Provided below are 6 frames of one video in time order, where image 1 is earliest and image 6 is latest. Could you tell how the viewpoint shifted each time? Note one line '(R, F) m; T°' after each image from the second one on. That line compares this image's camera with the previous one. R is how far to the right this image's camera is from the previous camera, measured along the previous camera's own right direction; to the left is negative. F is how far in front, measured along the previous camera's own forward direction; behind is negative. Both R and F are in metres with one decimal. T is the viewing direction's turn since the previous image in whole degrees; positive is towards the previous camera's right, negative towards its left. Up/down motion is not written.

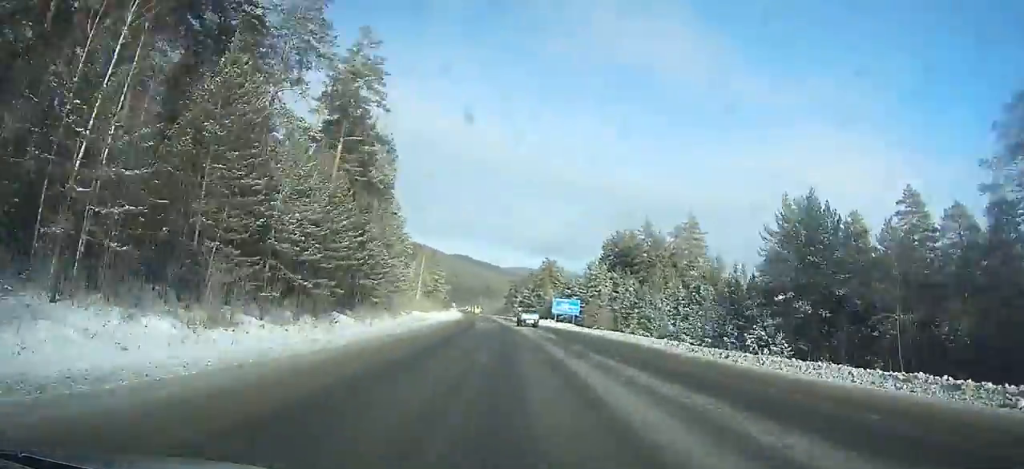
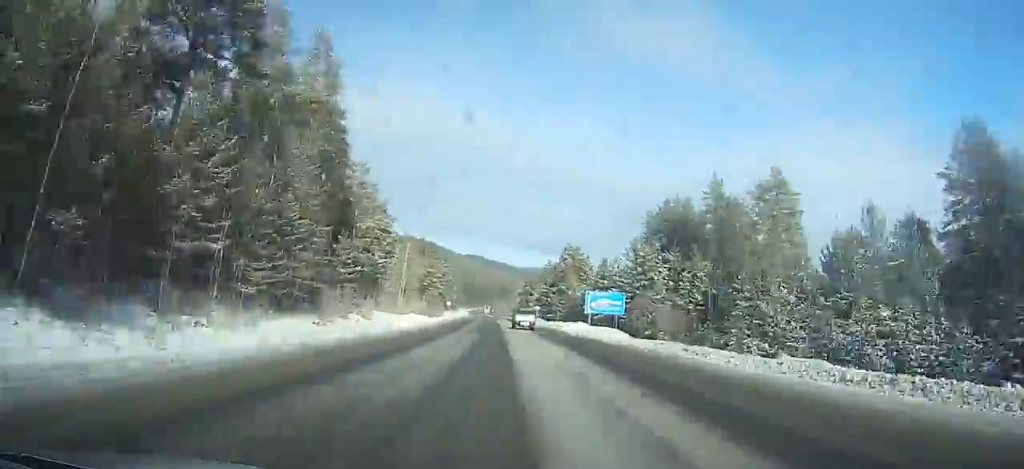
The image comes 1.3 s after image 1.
(-1.0, +33.6) m; -1°
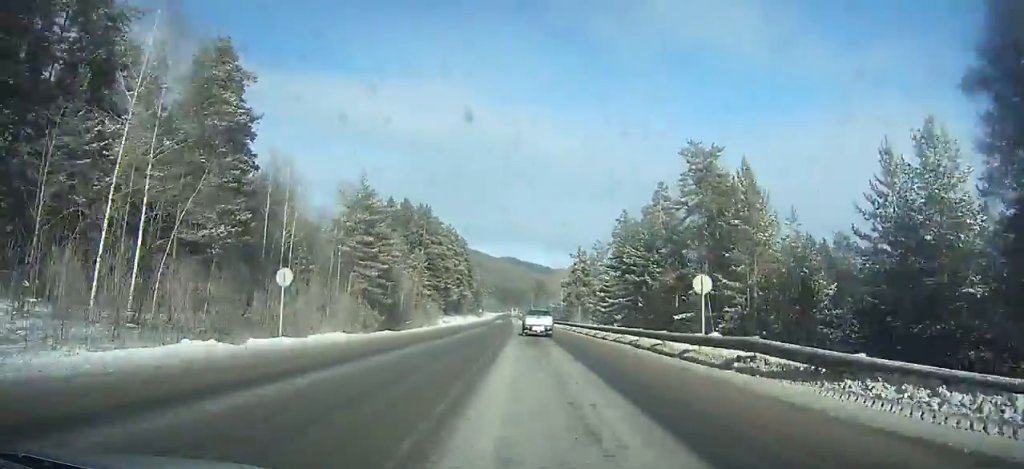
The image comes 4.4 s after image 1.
(-2.3, +80.2) m; -3°
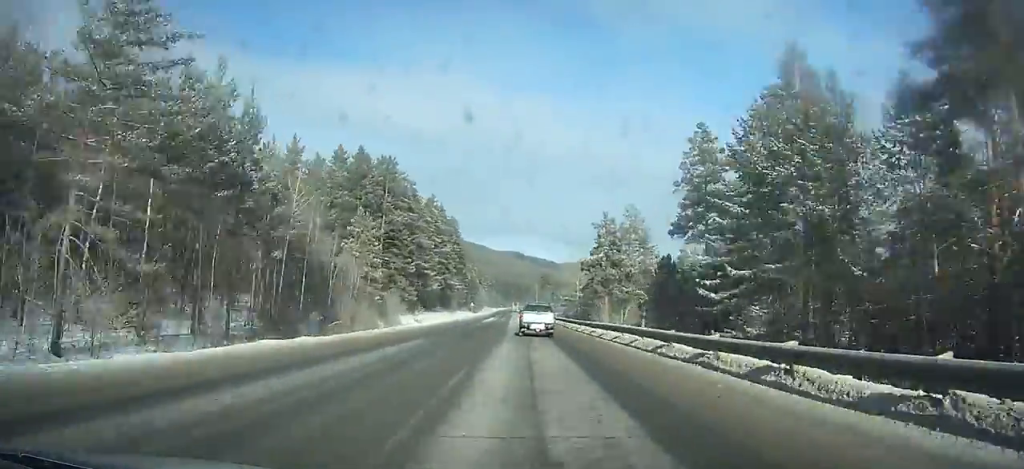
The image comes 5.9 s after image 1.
(-0.3, +38.8) m; -1°
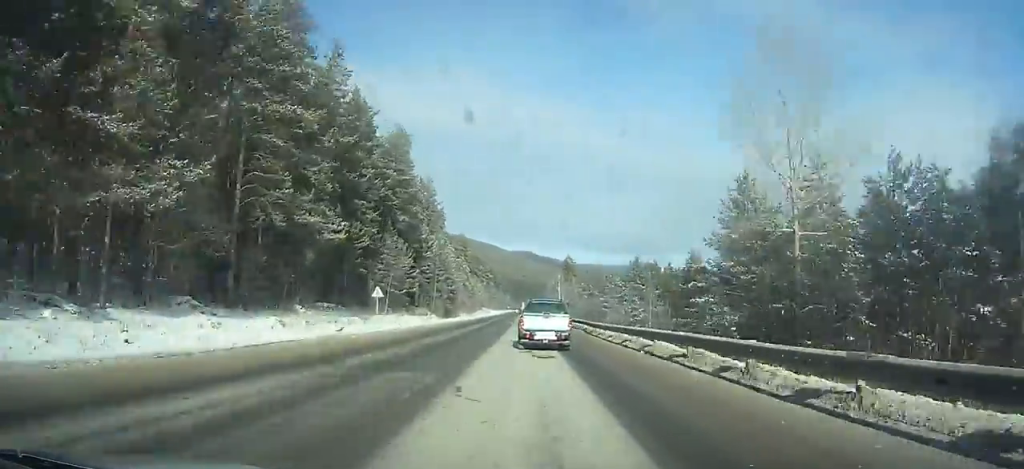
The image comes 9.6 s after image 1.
(-1.2, +93.2) m; -1°
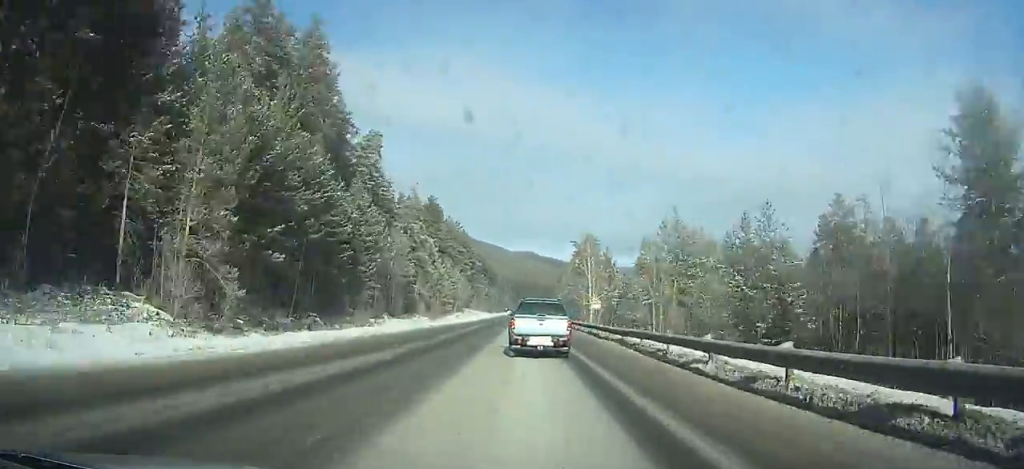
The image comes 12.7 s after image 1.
(-0.1, +75.5) m; 0°
